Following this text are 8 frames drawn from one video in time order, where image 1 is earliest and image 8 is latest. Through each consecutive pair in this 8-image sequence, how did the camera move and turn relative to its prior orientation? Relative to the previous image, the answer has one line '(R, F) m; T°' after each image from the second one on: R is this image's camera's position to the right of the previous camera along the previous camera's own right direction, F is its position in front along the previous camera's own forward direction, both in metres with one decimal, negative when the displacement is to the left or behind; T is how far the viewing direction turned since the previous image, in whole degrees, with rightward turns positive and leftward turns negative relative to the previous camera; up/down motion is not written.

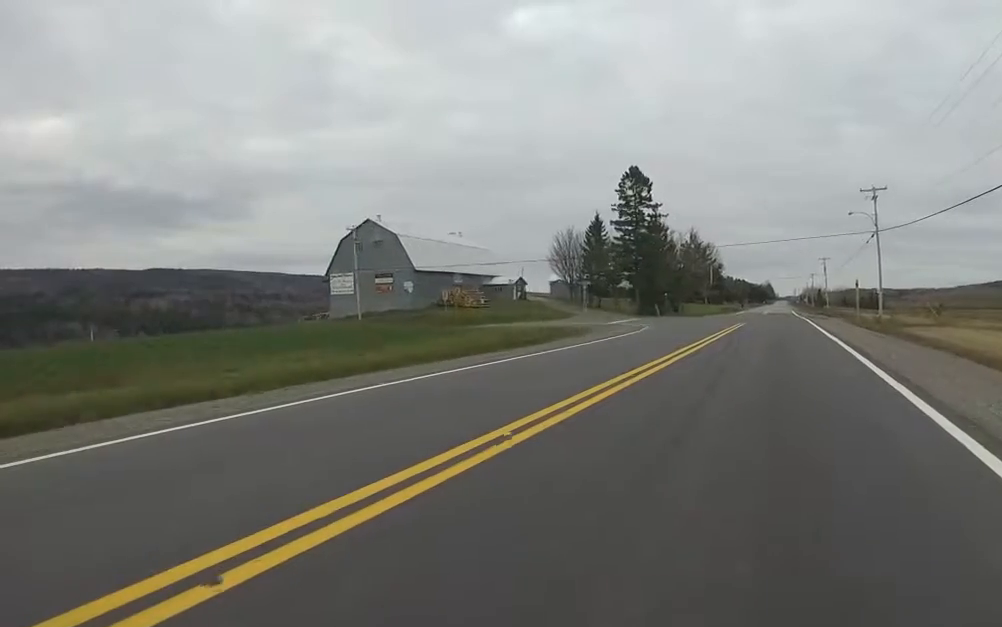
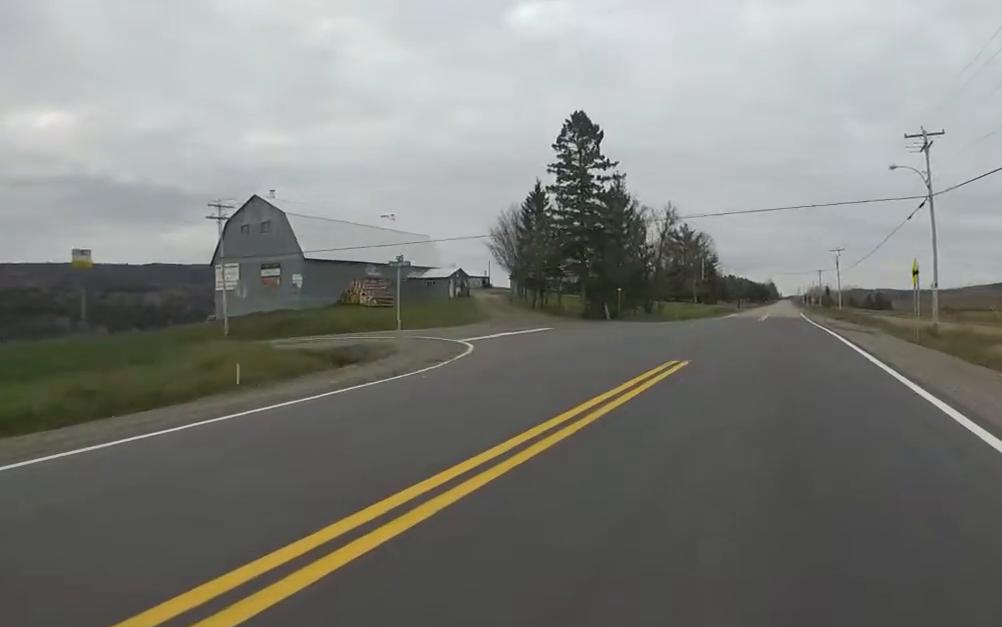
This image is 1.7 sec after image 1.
(-0.3, +16.8) m; +1°
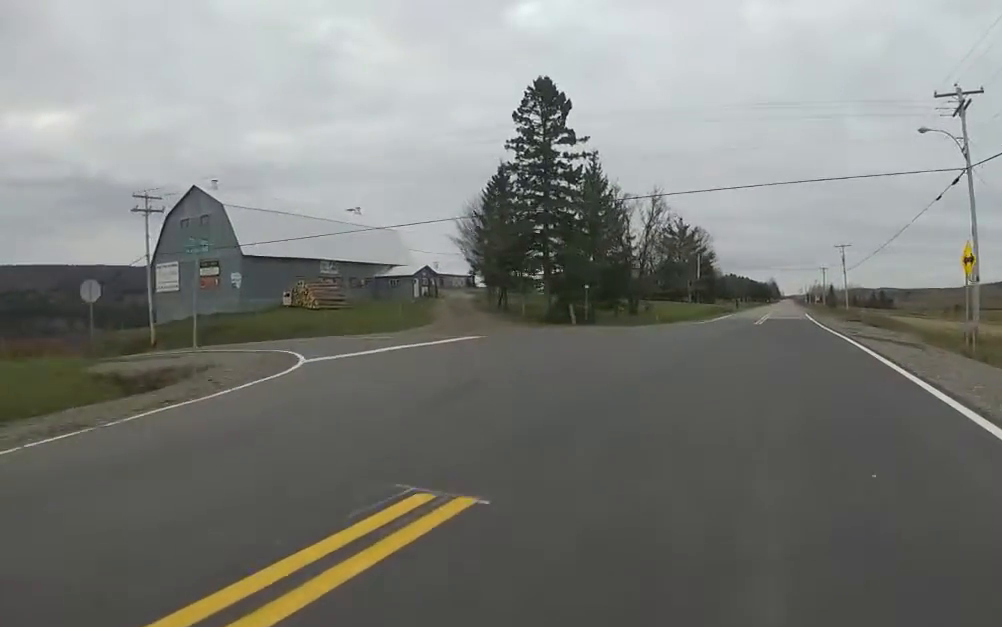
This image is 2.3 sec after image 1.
(0.0, +6.7) m; +1°
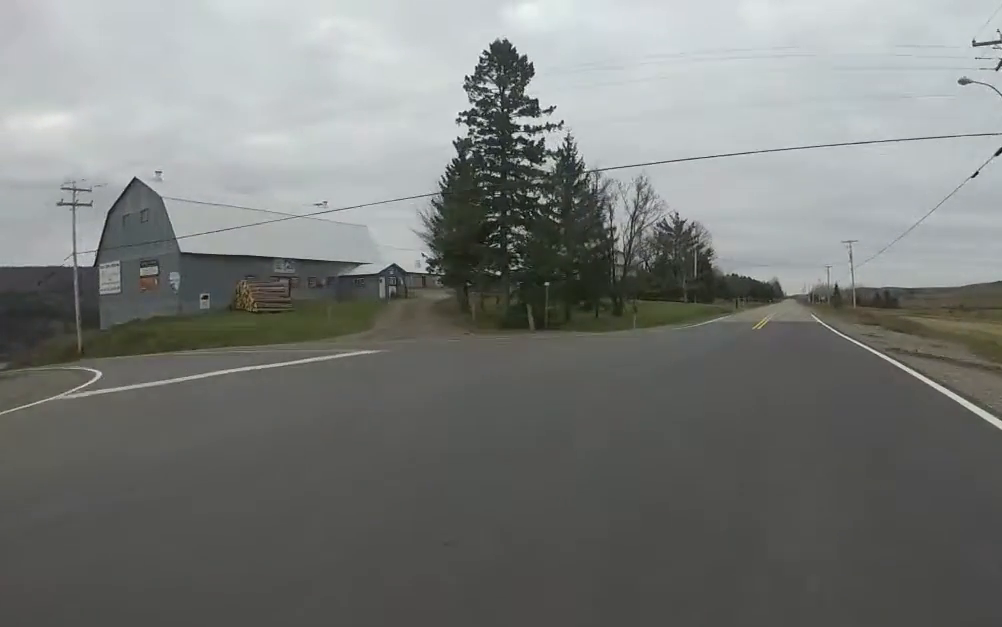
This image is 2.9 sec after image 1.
(+0.4, +5.8) m; -1°
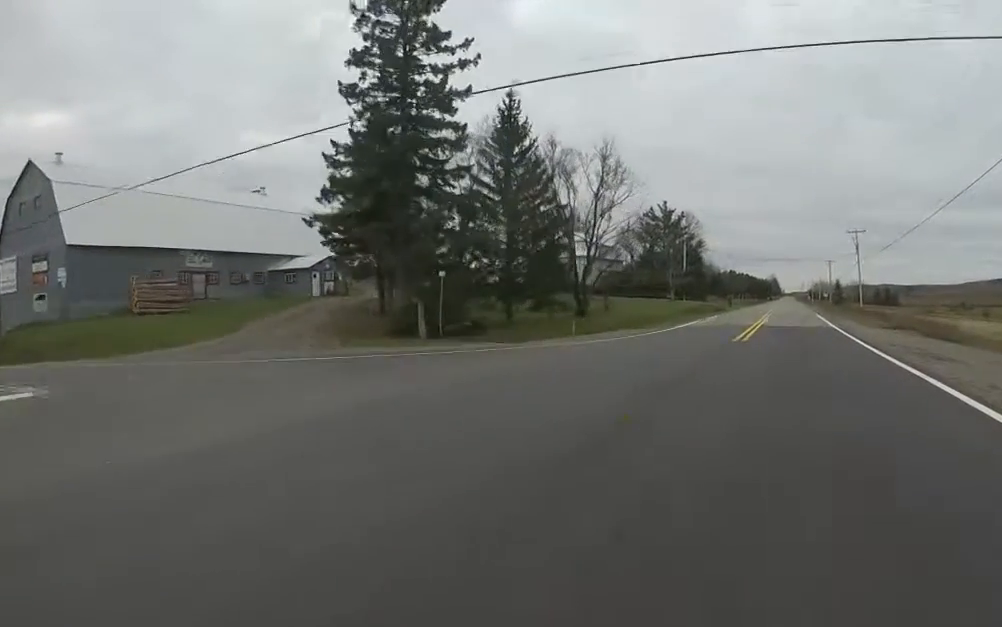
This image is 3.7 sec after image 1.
(-0.4, +8.4) m; 0°
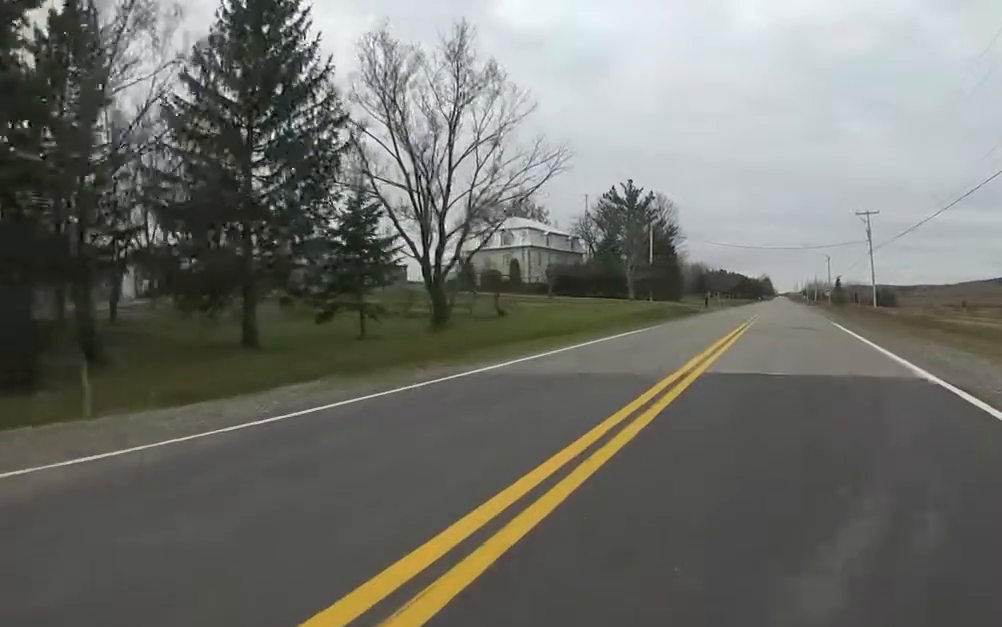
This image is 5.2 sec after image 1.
(+0.6, +15.6) m; +4°
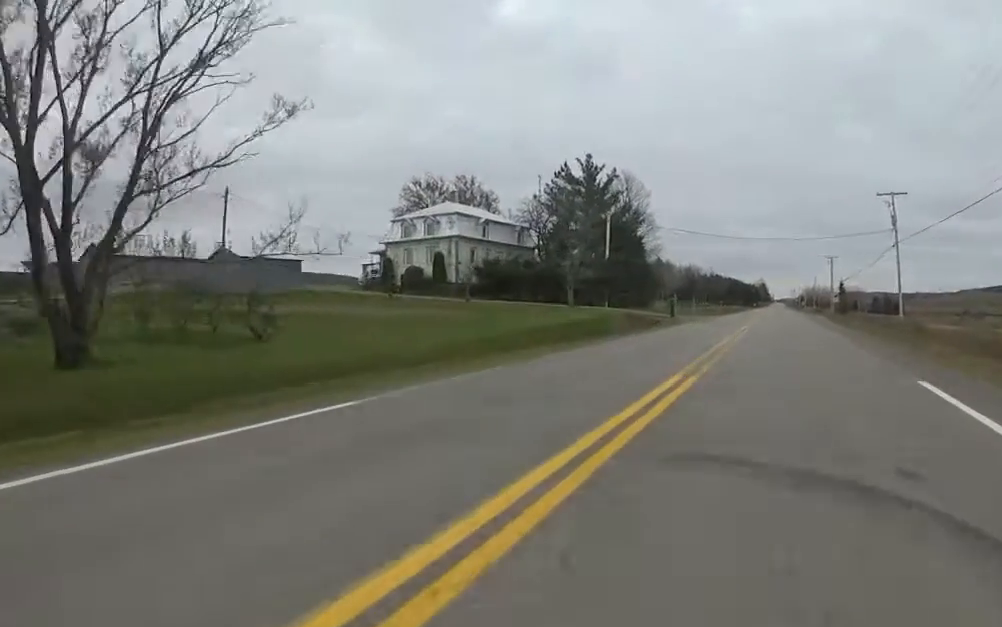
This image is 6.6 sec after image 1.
(-0.3, +14.0) m; 0°
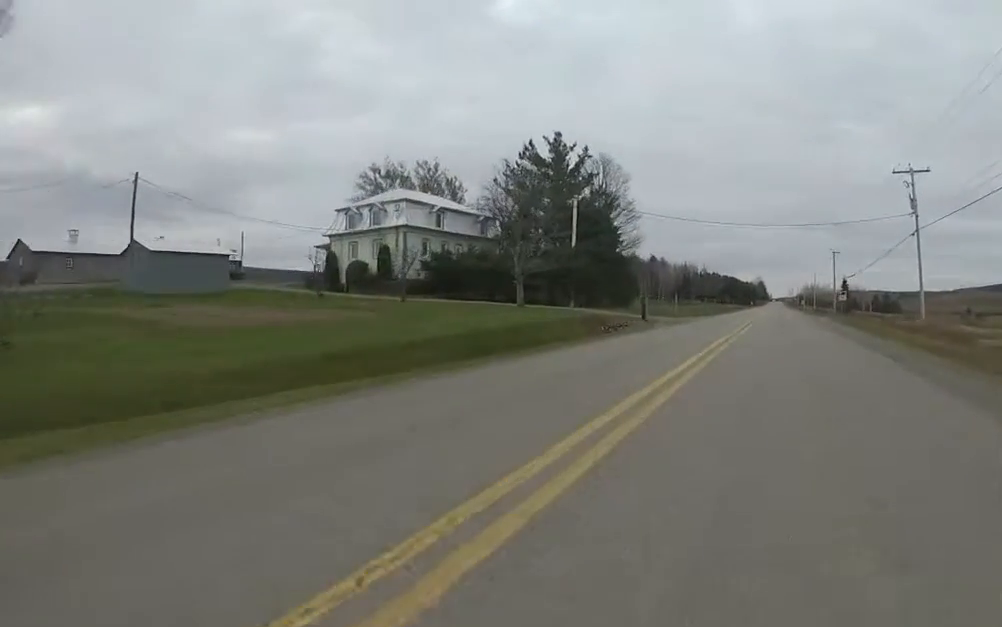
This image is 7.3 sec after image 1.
(0.0, +7.3) m; +1°
